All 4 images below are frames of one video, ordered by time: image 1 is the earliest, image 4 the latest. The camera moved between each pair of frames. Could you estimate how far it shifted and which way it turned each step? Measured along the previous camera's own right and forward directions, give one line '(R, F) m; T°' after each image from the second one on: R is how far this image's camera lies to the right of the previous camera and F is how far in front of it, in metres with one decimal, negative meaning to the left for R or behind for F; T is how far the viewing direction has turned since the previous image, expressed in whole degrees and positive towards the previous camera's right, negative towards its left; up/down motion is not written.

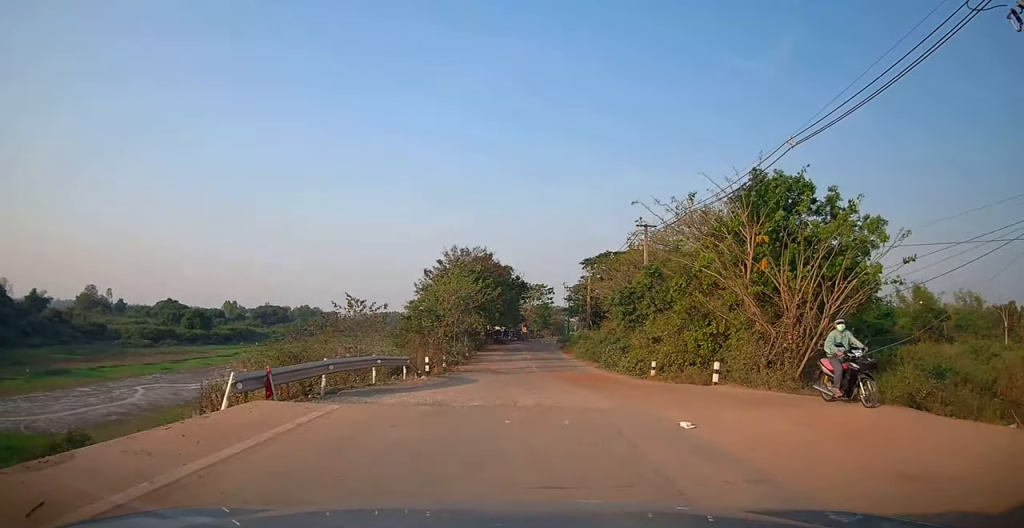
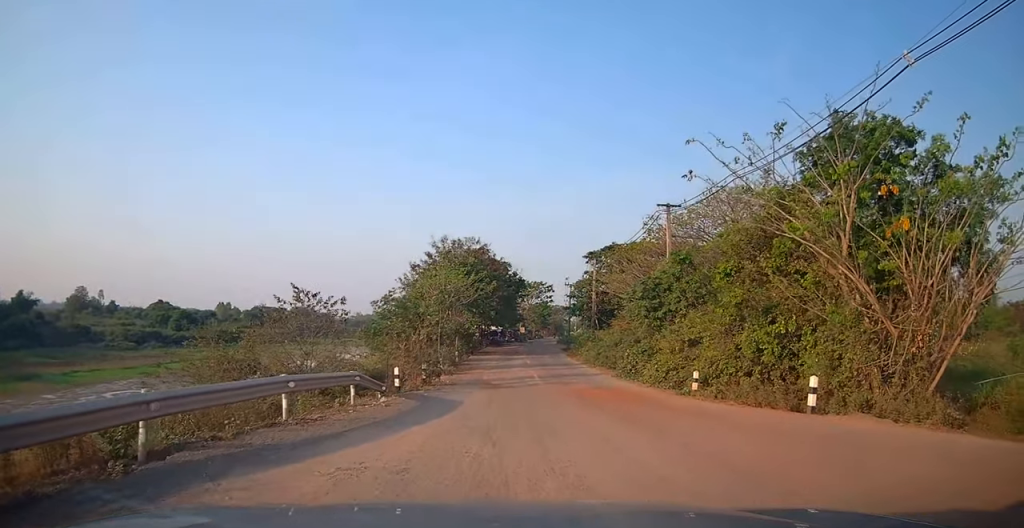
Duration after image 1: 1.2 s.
(-0.4, +6.9) m; -7°
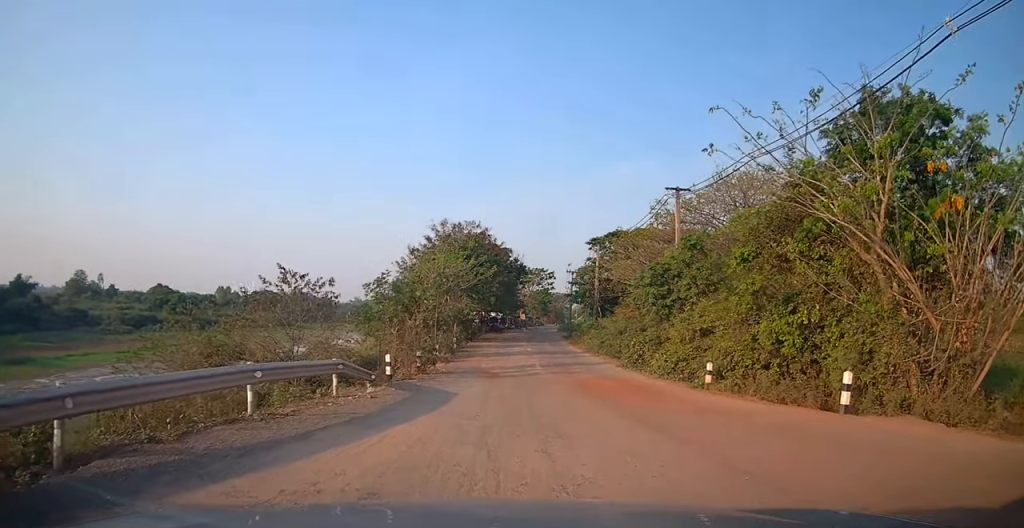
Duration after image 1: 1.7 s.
(-0.3, +2.0) m; -2°
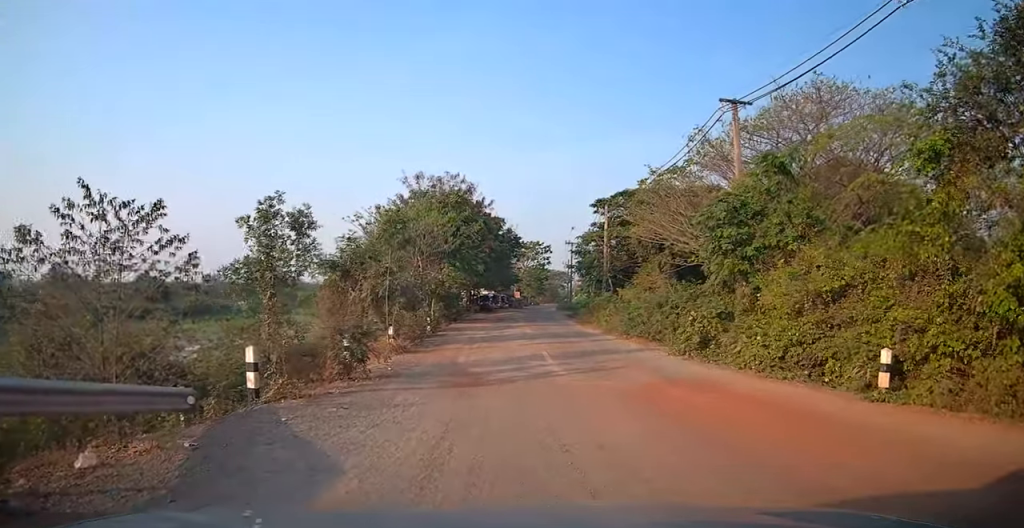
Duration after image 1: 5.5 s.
(+2.0, +9.6) m; +13°
